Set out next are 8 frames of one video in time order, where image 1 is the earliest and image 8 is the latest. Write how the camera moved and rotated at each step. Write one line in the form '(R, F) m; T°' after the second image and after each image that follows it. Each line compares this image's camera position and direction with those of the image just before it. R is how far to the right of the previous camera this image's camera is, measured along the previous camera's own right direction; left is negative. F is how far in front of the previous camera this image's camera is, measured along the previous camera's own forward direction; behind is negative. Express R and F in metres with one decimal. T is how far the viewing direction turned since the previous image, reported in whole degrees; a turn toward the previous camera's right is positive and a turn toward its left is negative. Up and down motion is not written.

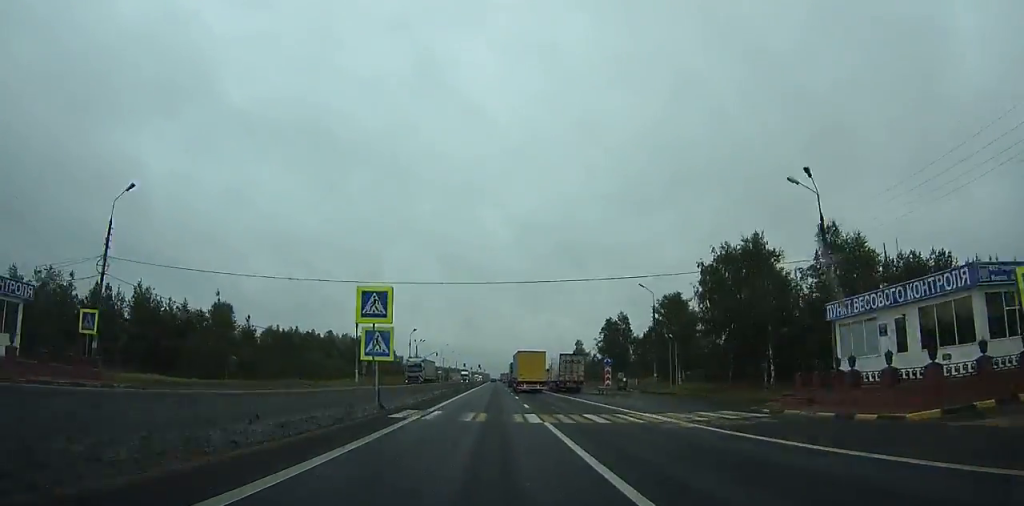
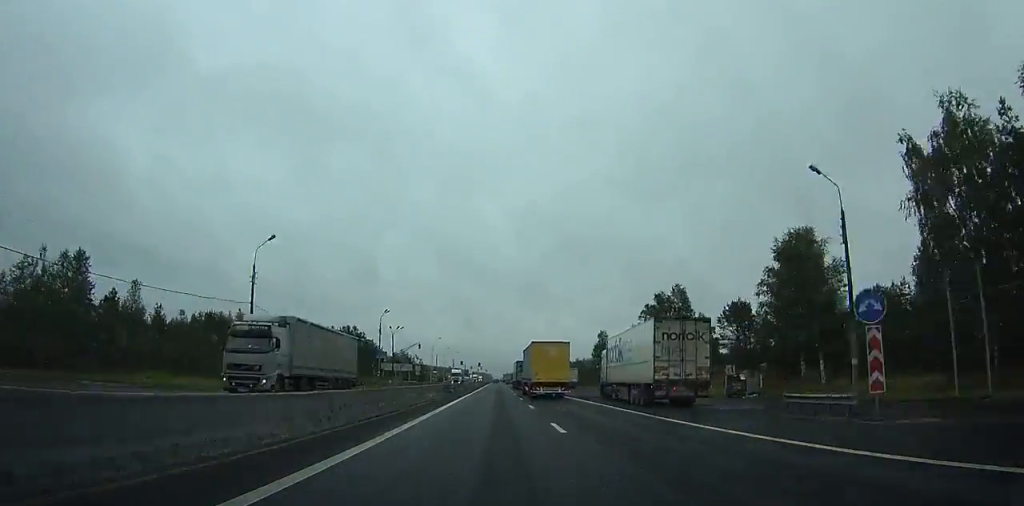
(0.0, +35.8) m; 0°
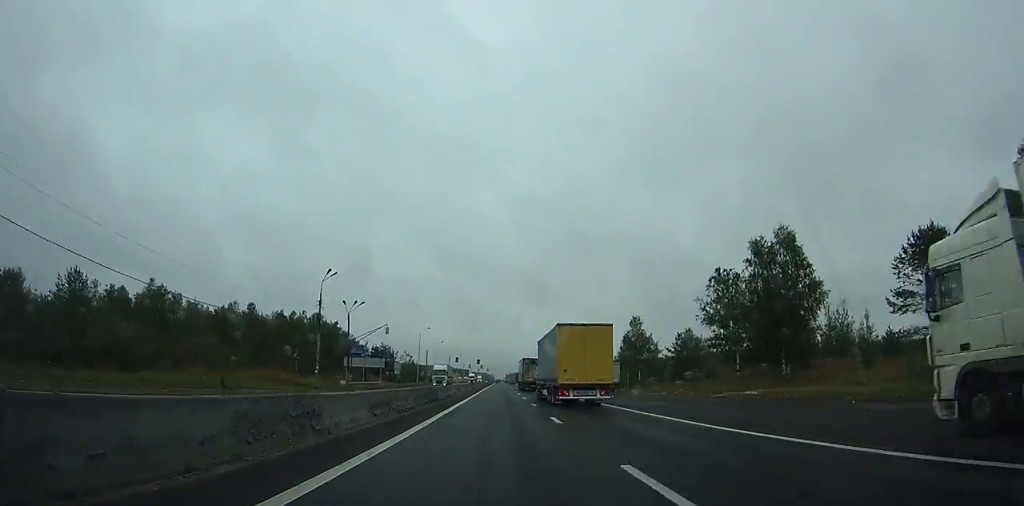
(-0.1, +32.1) m; 0°
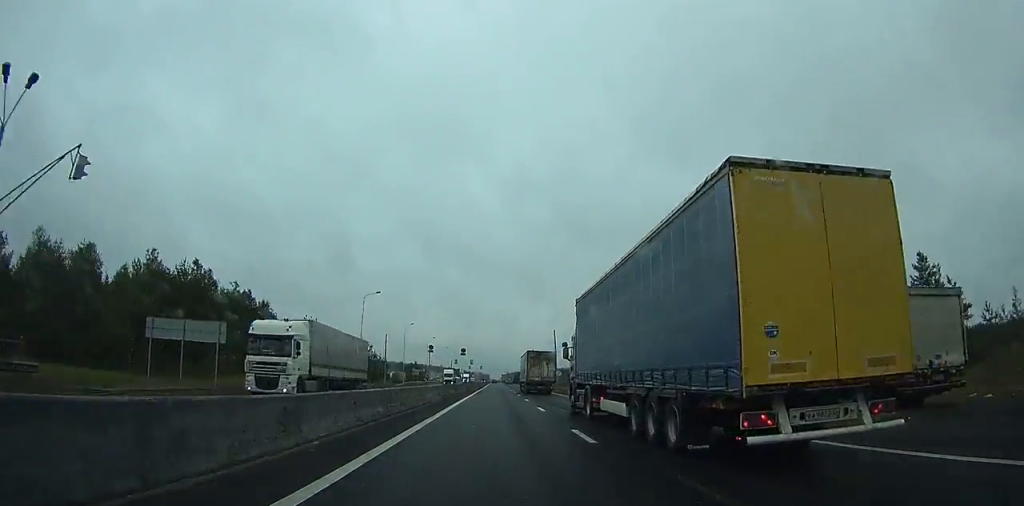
(-0.3, +52.9) m; -1°
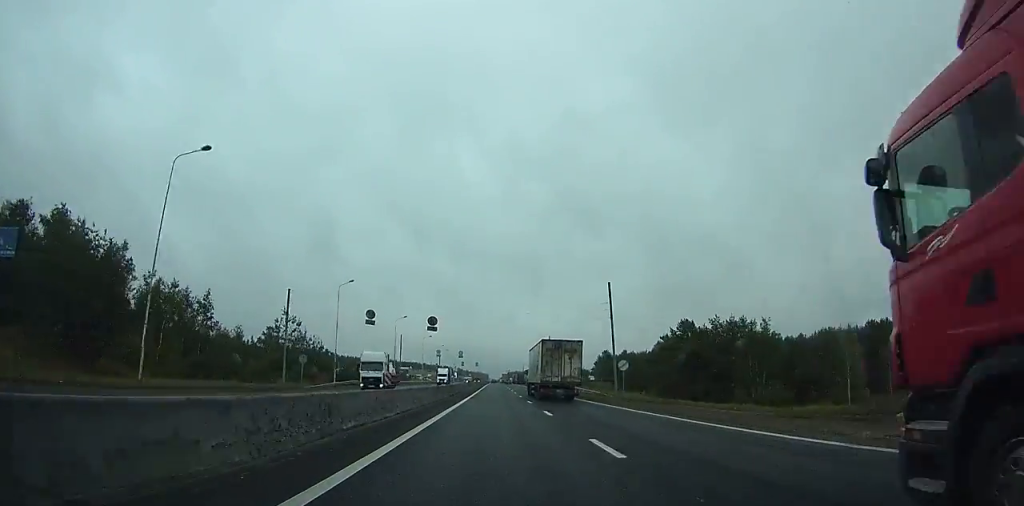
(-0.3, +49.5) m; 0°
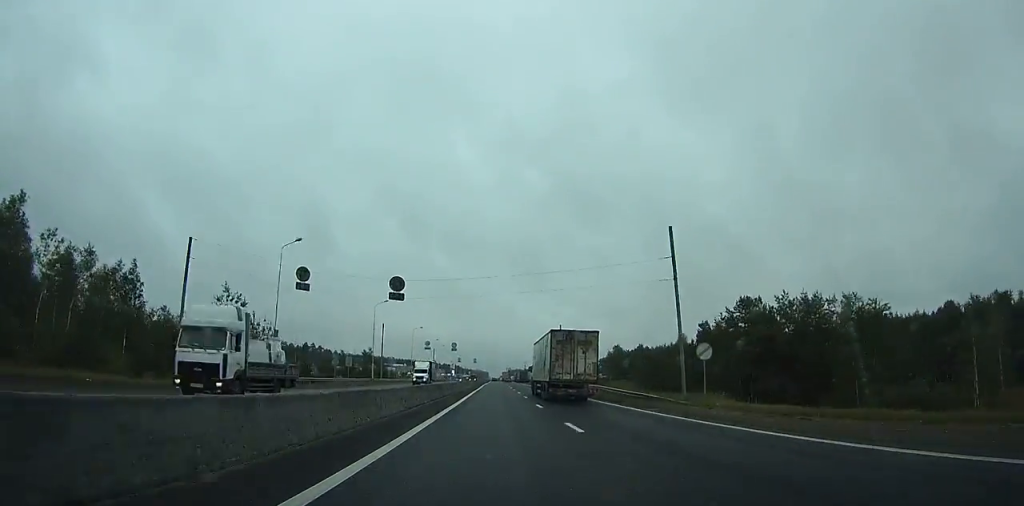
(0.0, +19.1) m; 0°
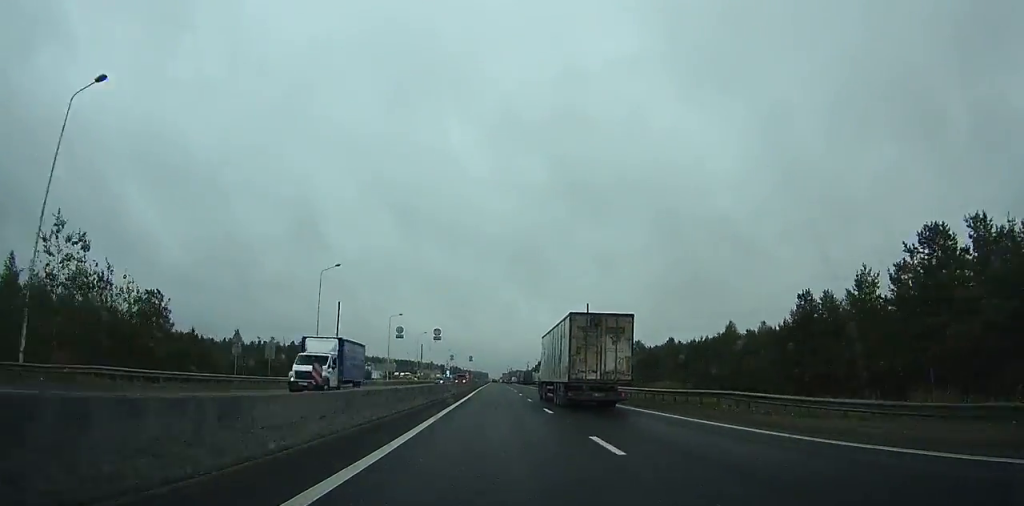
(0.0, +28.1) m; 0°
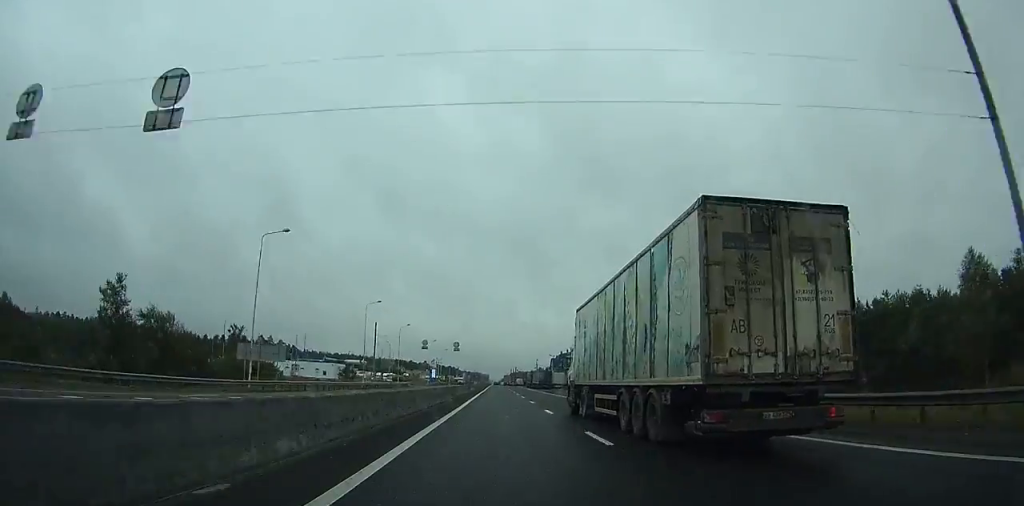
(0.0, +58.0) m; 0°
